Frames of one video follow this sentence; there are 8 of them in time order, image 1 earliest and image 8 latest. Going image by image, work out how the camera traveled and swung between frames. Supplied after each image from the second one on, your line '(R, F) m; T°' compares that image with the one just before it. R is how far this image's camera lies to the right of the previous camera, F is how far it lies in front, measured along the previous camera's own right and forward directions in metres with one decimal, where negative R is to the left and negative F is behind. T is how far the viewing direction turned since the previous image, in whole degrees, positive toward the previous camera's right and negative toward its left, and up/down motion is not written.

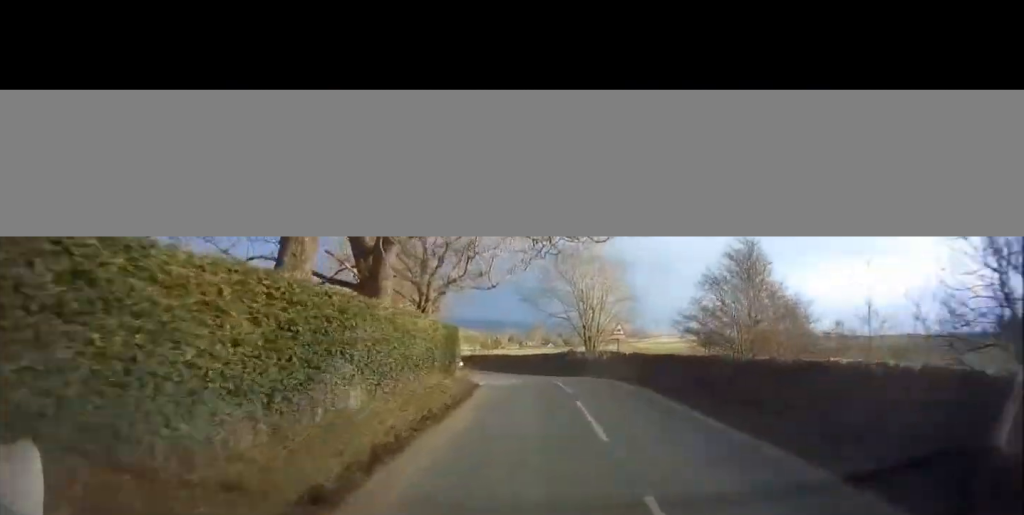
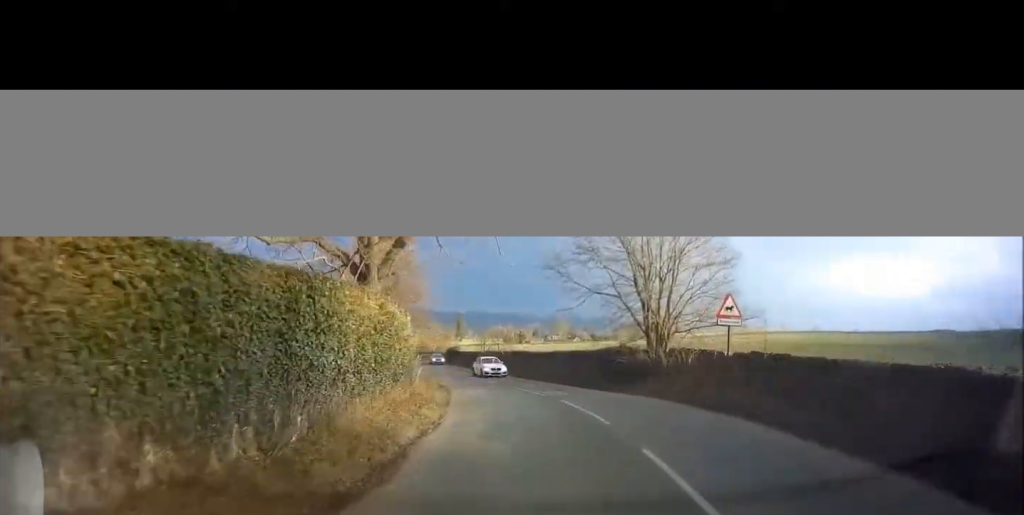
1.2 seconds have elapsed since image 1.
(+0.4, +16.0) m; 0°
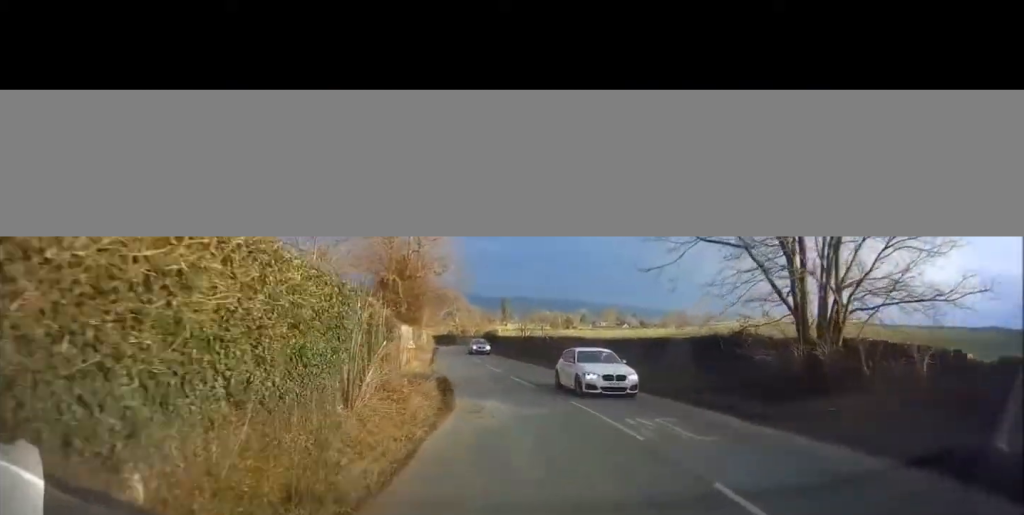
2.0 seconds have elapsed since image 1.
(-0.3, +10.7) m; -5°
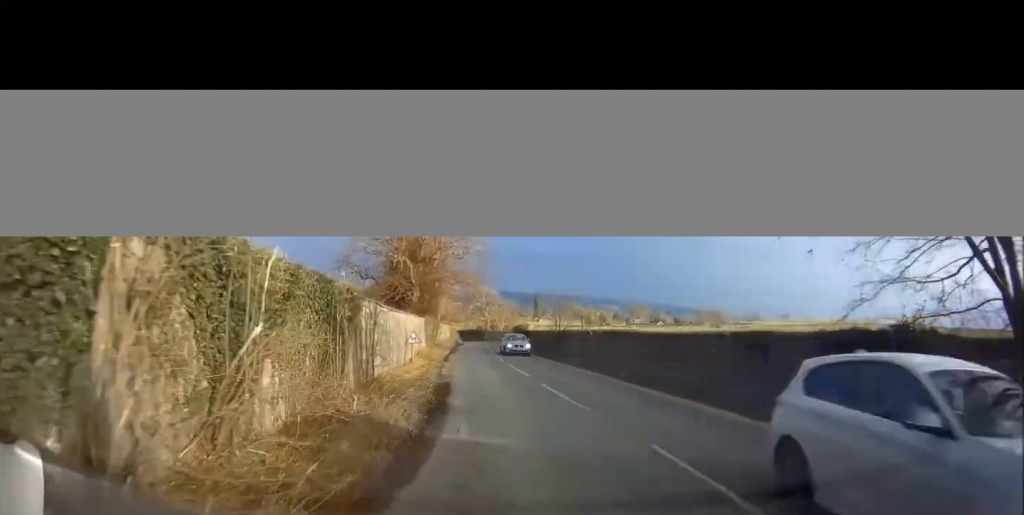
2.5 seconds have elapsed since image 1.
(-0.1, +6.8) m; -4°
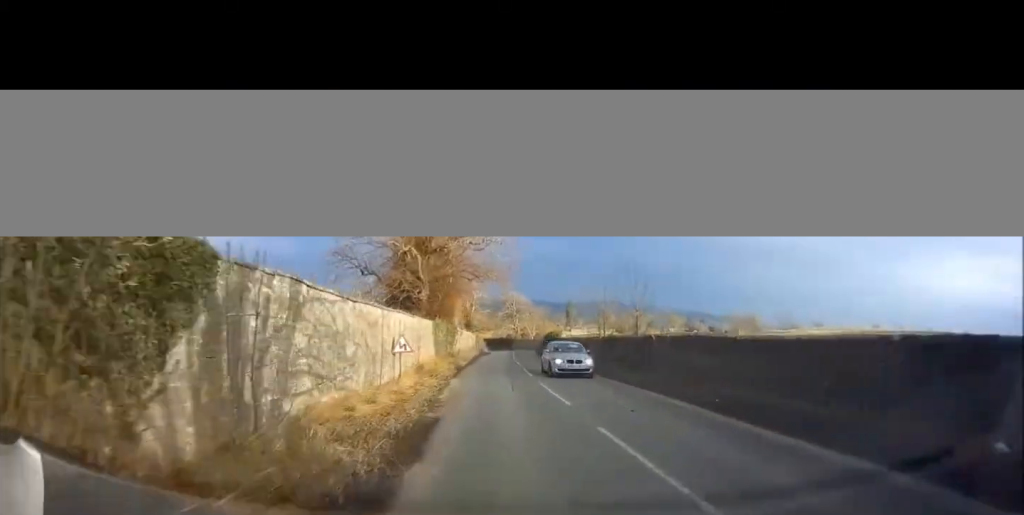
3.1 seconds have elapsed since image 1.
(-0.4, +7.1) m; -3°
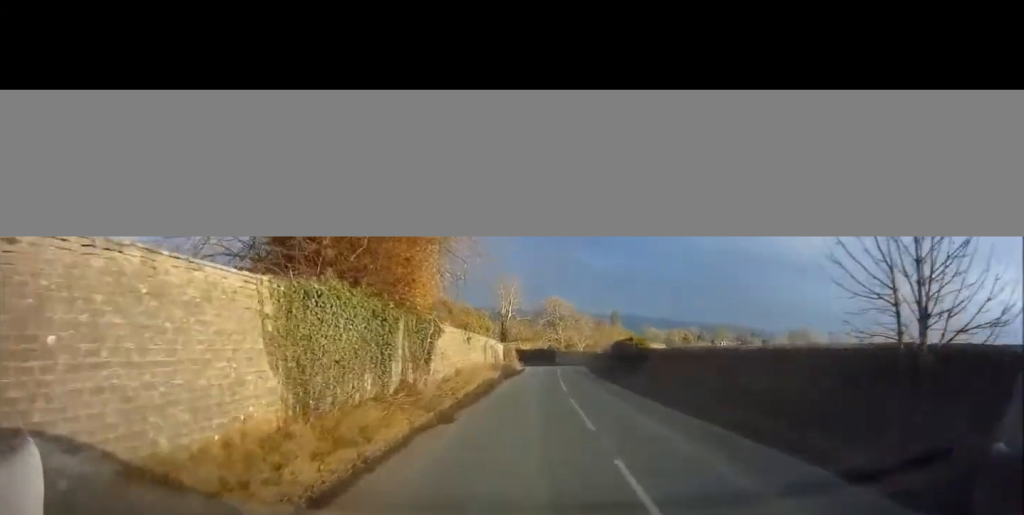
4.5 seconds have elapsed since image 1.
(-0.8, +19.7) m; -3°
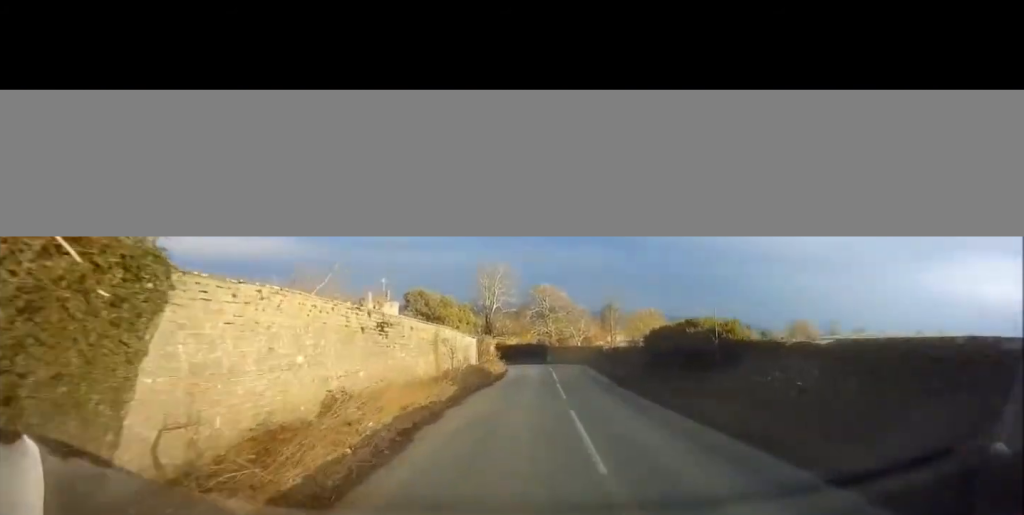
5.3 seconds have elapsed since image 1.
(0.0, +12.3) m; -1°
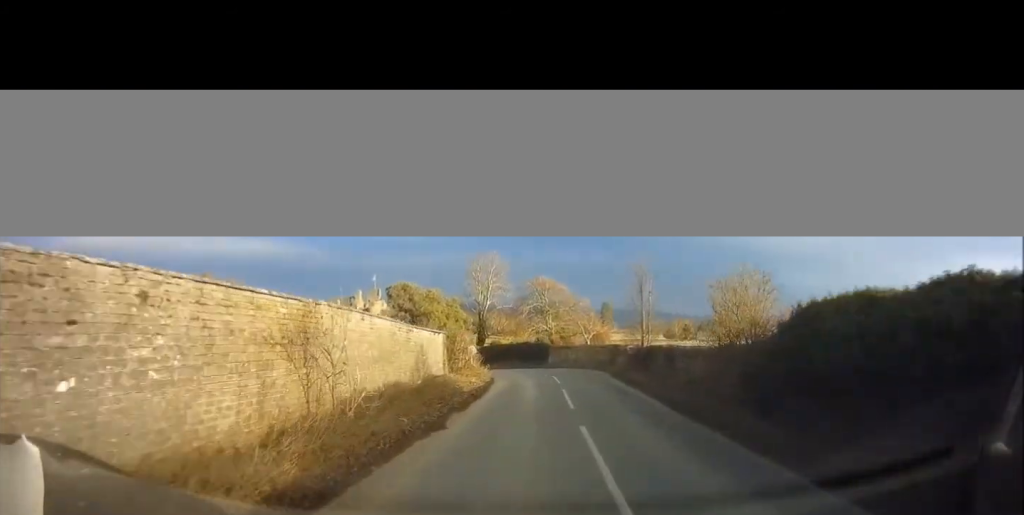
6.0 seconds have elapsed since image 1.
(-0.3, +10.8) m; -1°
